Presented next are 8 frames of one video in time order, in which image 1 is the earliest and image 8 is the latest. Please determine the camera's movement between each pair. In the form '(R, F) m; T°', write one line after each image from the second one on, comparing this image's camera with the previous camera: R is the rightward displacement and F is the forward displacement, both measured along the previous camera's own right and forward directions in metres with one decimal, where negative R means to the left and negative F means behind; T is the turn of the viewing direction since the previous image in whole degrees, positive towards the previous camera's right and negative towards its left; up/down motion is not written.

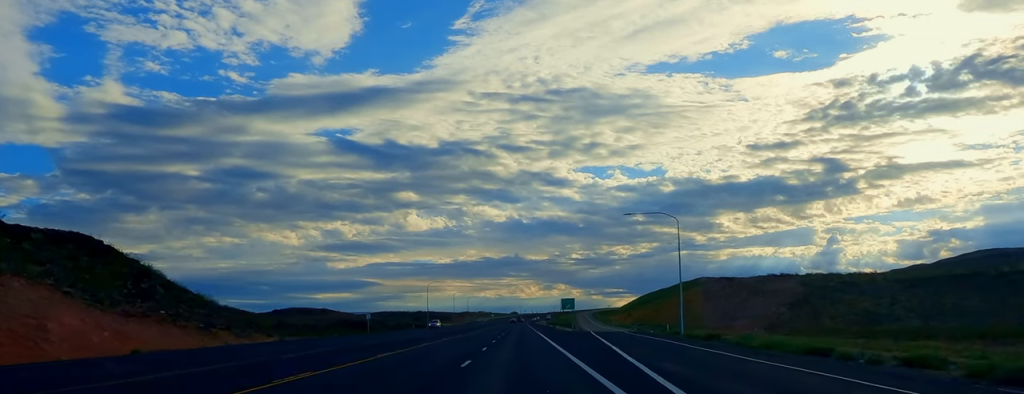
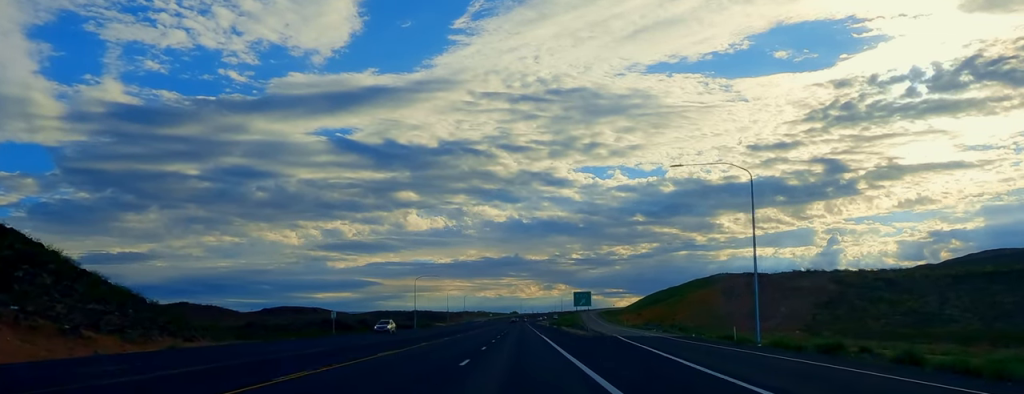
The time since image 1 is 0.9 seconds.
(-0.1, +23.6) m; 0°
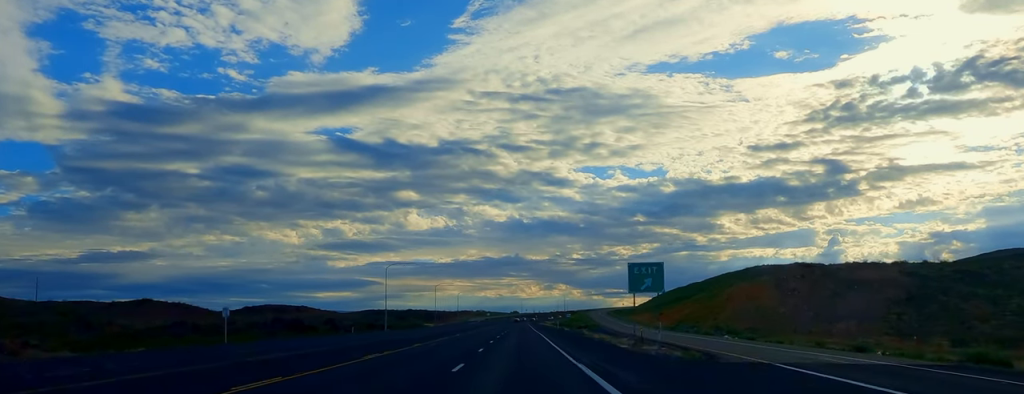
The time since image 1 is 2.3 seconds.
(+0.2, +38.5) m; 0°
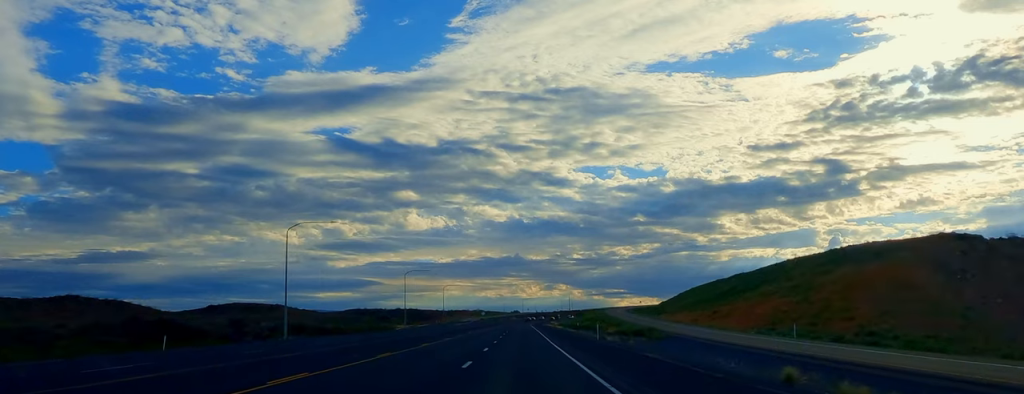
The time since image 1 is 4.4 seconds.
(-0.1, +58.1) m; 0°
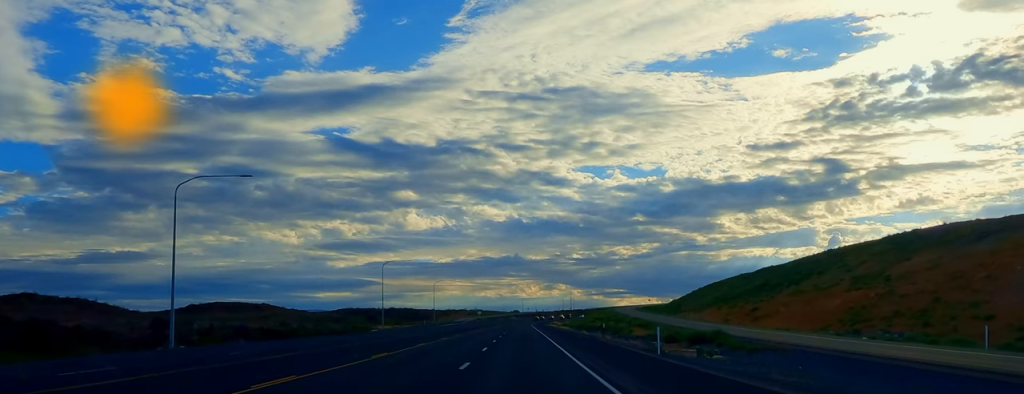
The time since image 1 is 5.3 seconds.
(0.0, +25.1) m; 0°
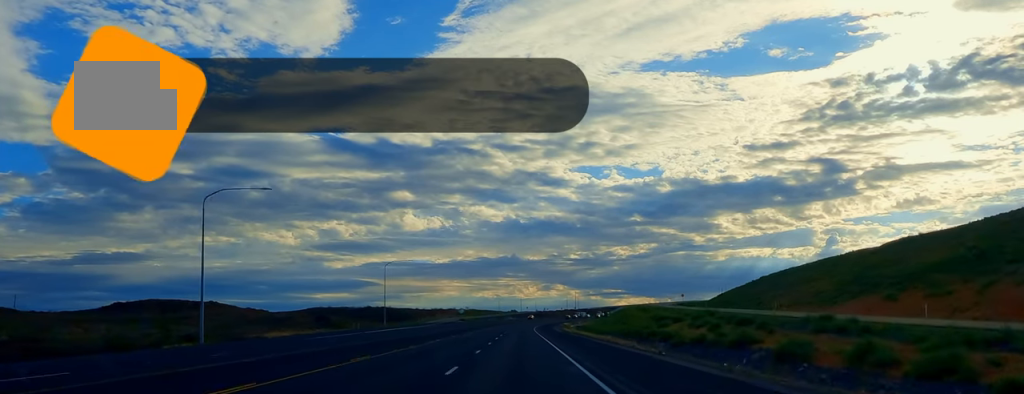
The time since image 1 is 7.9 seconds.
(-0.7, +74.1) m; -1°
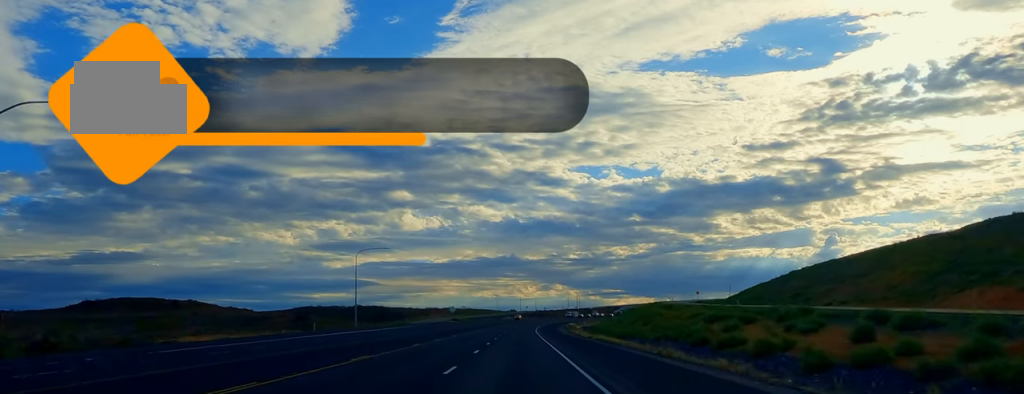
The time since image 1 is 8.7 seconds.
(-0.6, +23.6) m; 0°
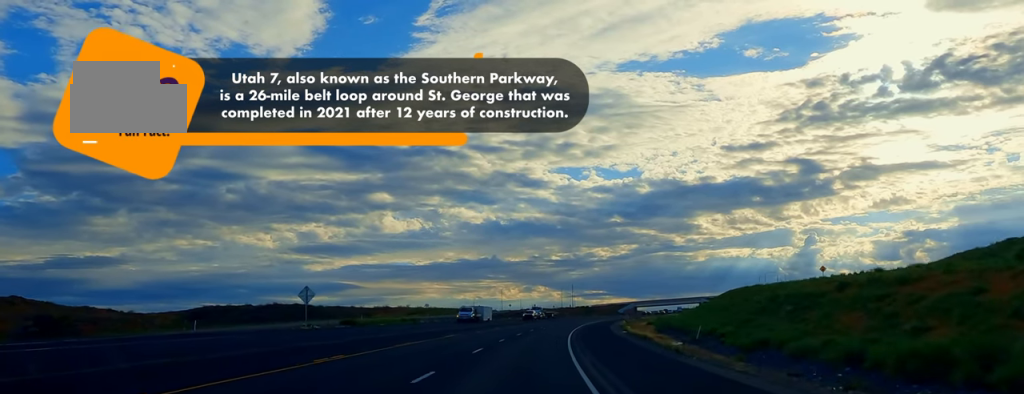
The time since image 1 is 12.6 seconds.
(+5.7, +111.3) m; +6°
